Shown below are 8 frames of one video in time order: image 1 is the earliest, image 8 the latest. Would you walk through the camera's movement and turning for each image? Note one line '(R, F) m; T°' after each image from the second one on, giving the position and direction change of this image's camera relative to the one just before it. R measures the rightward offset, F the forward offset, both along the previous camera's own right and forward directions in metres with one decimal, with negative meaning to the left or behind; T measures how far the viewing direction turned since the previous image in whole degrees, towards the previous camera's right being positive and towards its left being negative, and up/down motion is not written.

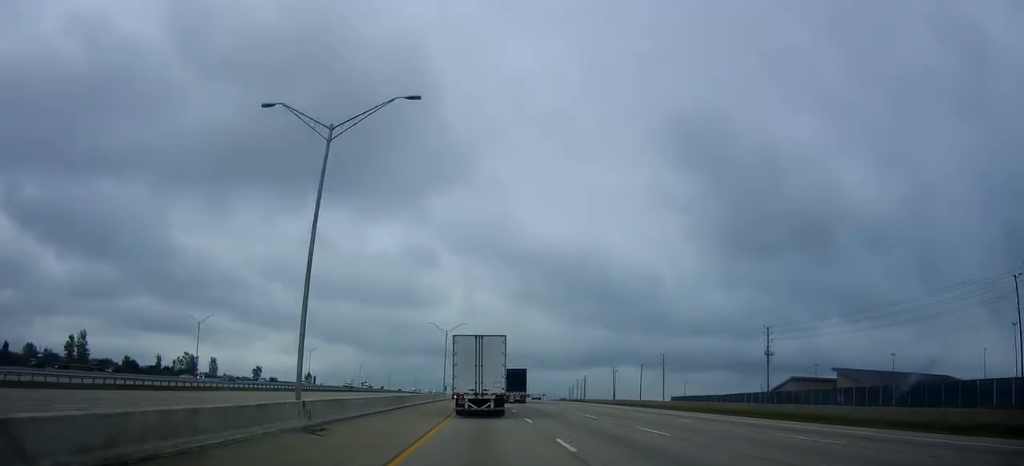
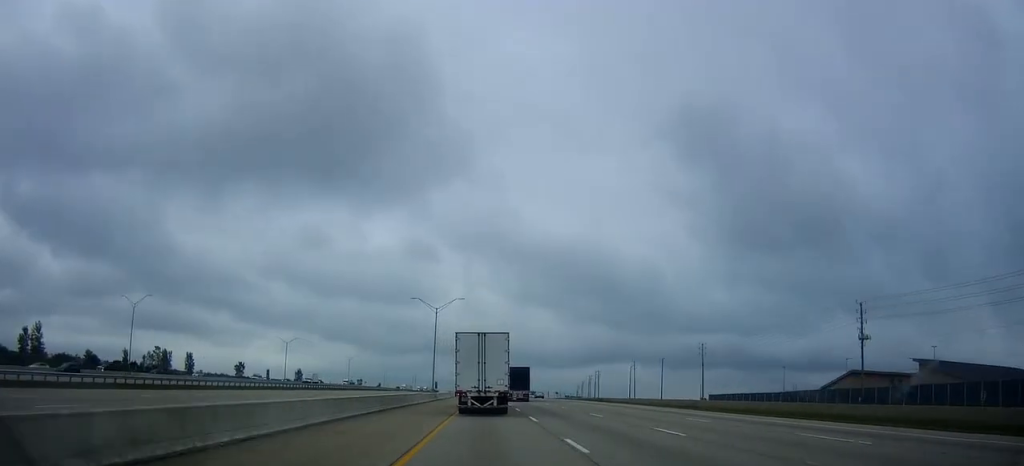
(-0.5, +25.1) m; 0°
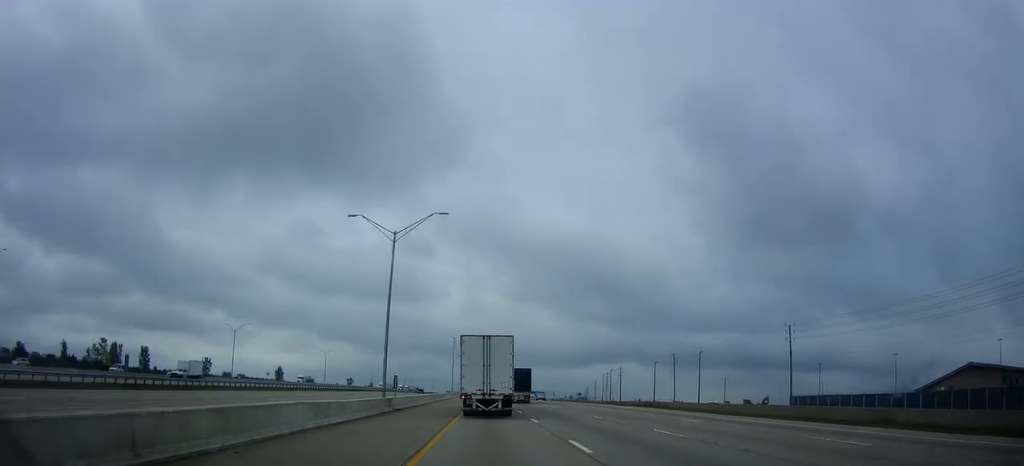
(+0.6, +36.3) m; +1°
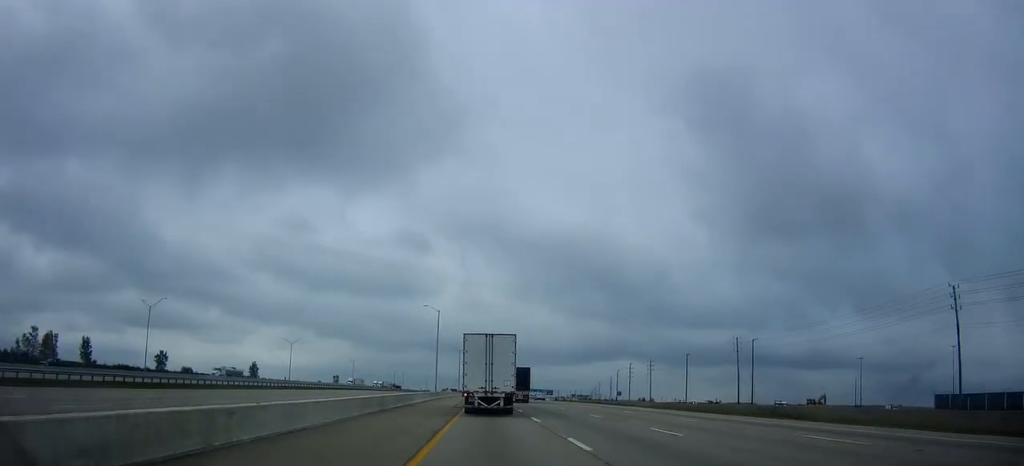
(-0.1, +36.2) m; 0°
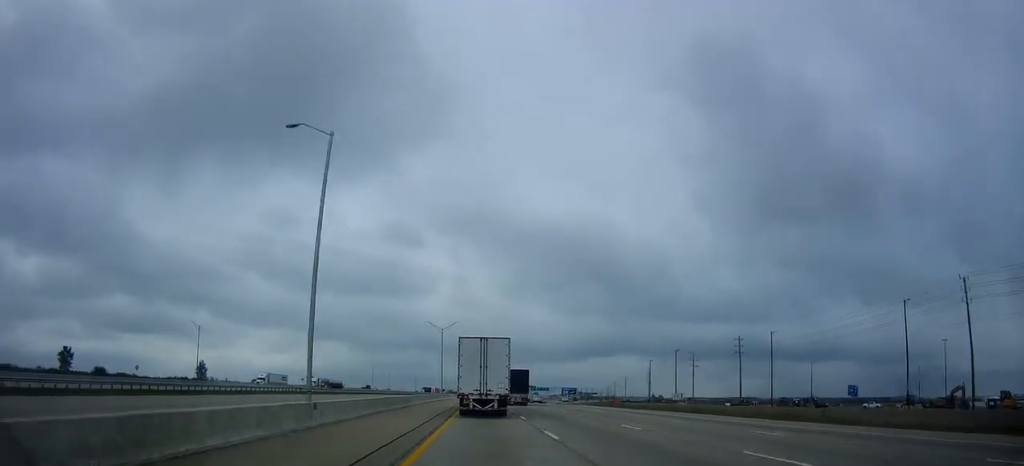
(+0.1, +56.8) m; 0°
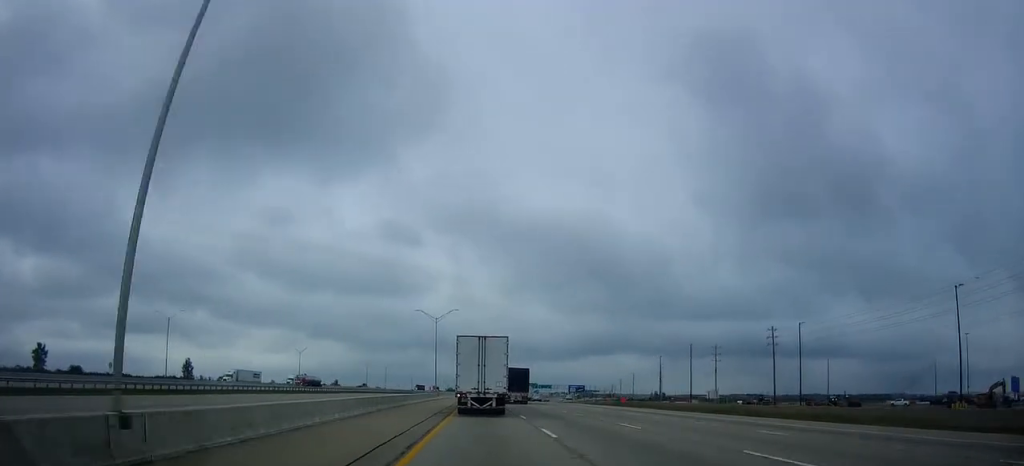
(0.0, +12.5) m; 0°
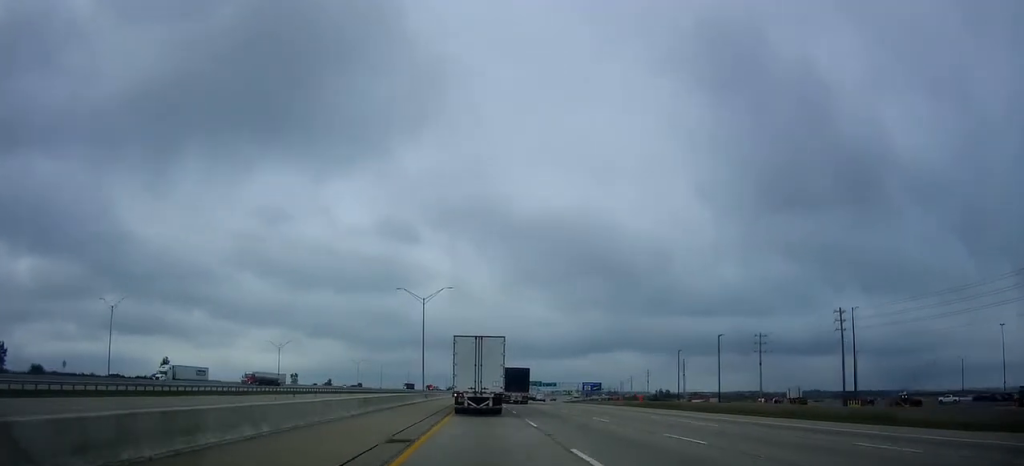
(+0.1, +18.8) m; 0°
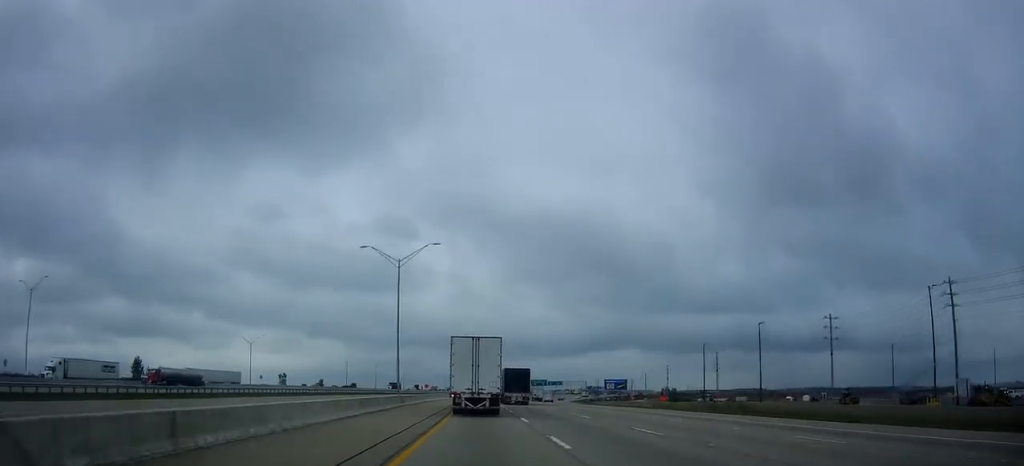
(-0.3, +21.1) m; 0°
